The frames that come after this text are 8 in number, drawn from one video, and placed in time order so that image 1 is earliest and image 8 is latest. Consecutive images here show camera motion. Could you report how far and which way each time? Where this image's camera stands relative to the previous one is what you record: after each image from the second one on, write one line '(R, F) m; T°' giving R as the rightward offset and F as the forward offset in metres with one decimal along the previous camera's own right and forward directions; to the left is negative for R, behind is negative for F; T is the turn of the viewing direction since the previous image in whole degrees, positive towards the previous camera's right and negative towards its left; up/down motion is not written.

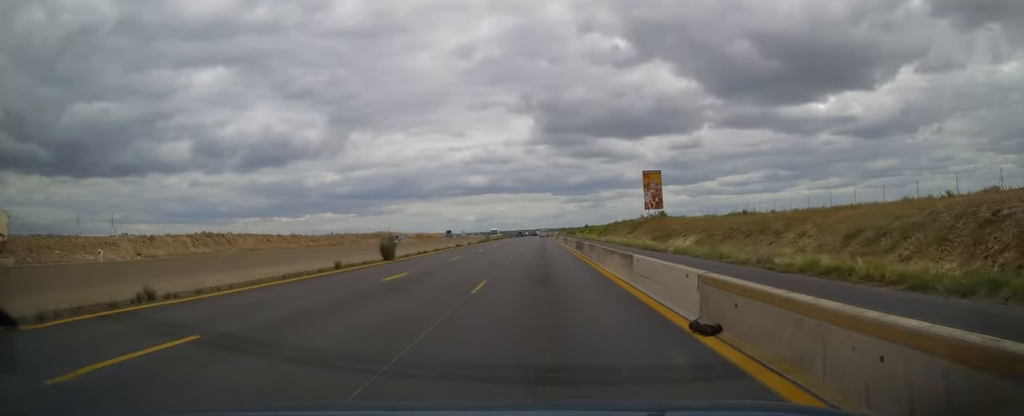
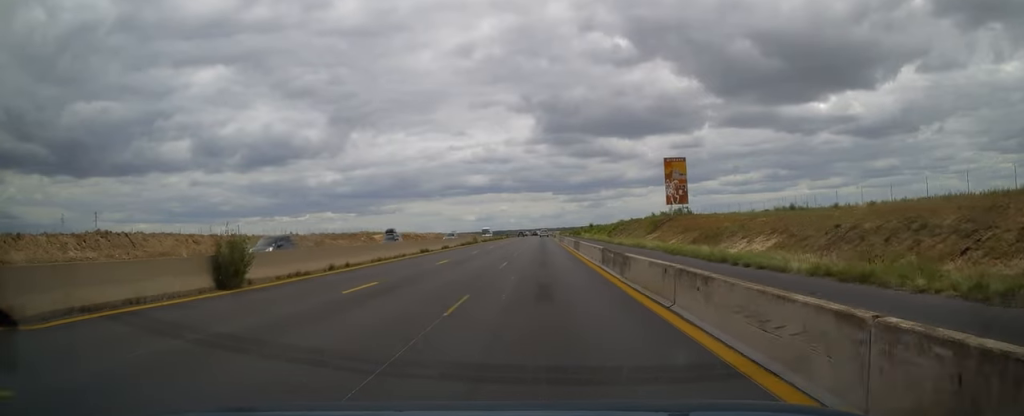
(-0.1, +16.5) m; 0°
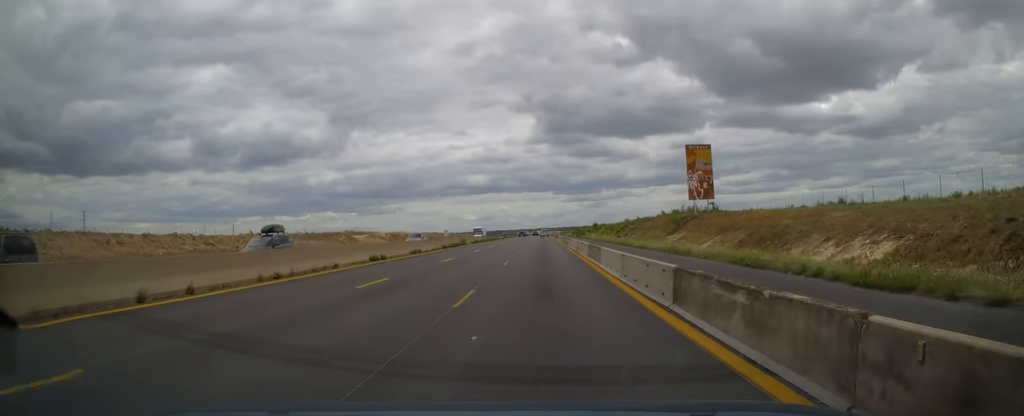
(0.0, +11.8) m; 0°
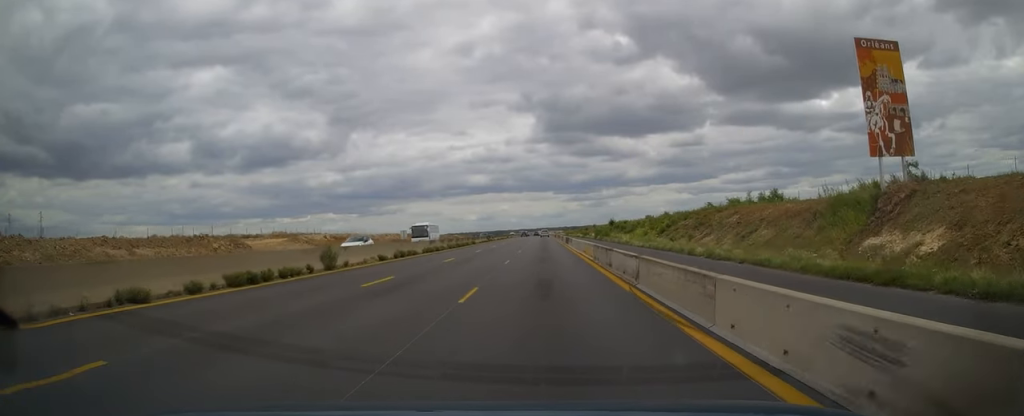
(0.0, +38.4) m; 0°
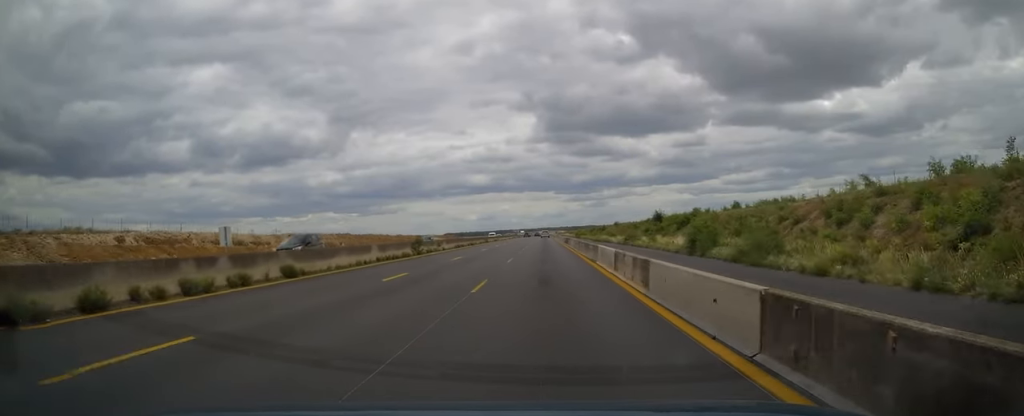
(0.0, +49.8) m; 0°
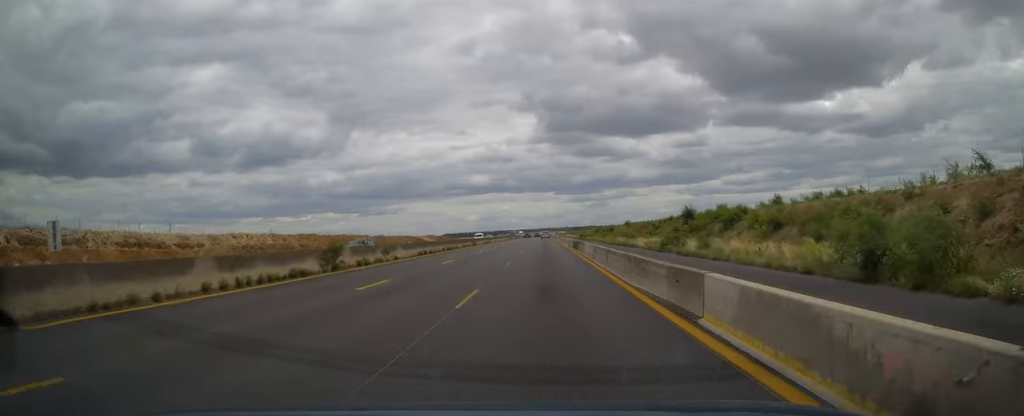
(0.0, +15.6) m; 0°
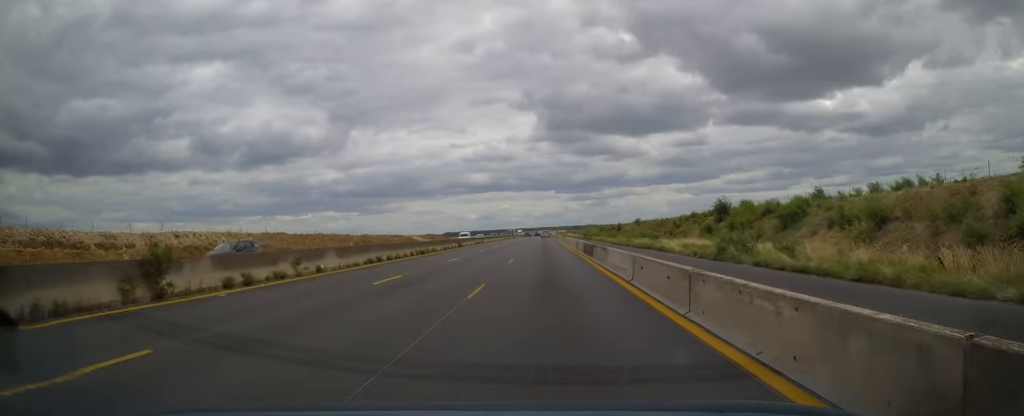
(0.0, +11.4) m; 0°
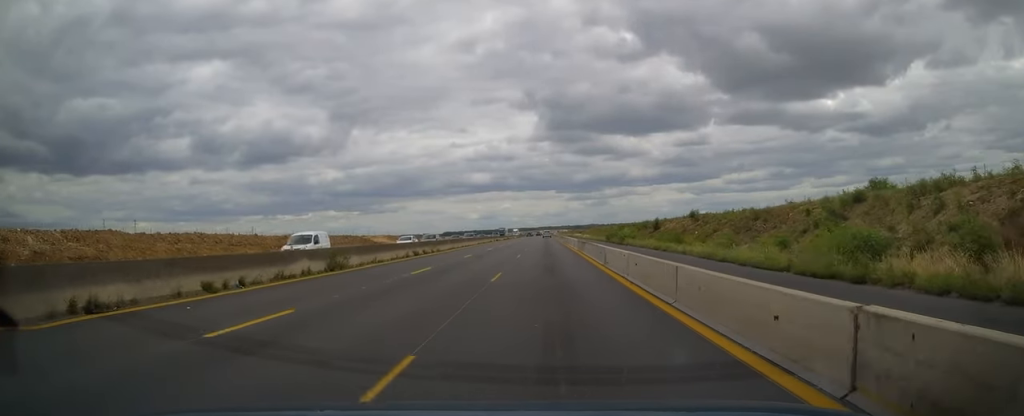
(0.0, +34.5) m; 0°
